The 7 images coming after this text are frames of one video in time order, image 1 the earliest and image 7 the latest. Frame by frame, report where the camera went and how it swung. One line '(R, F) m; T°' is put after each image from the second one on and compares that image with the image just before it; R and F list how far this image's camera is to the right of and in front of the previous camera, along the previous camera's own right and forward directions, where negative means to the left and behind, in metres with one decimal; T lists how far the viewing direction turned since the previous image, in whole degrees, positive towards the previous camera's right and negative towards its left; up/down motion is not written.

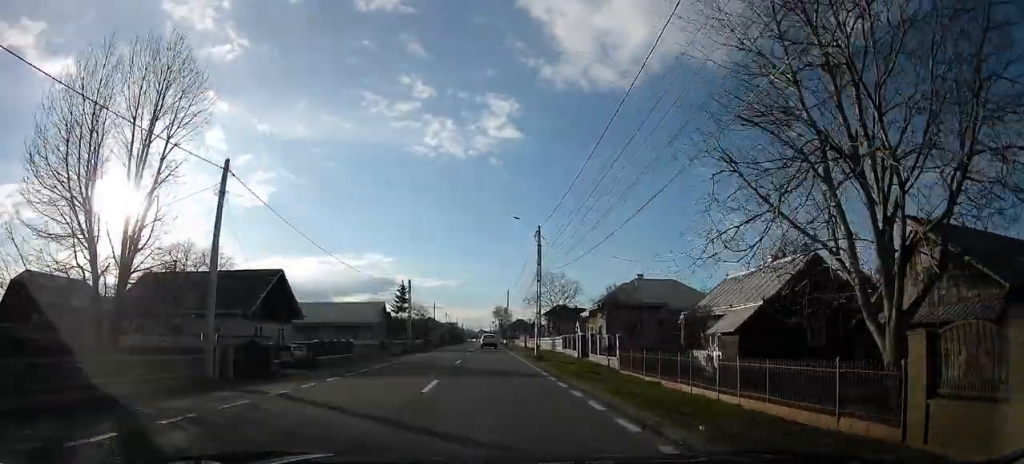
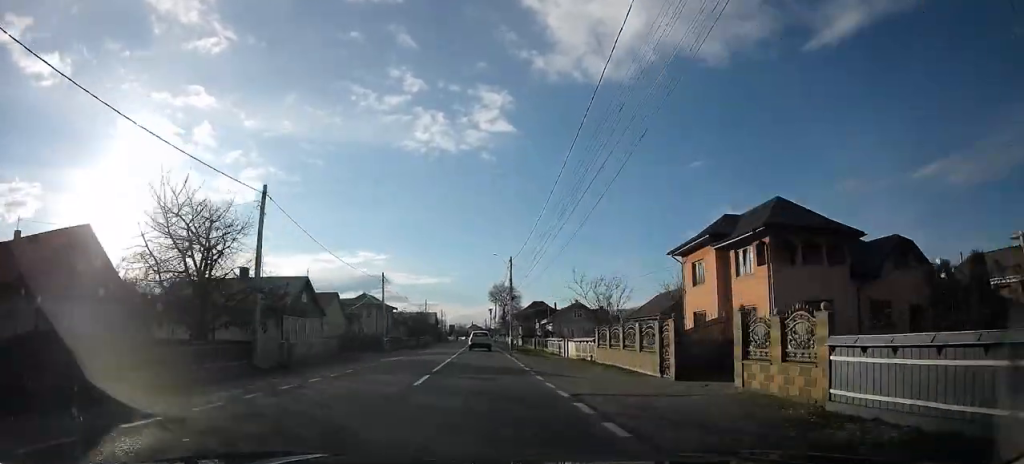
(+1.2, +71.2) m; +2°
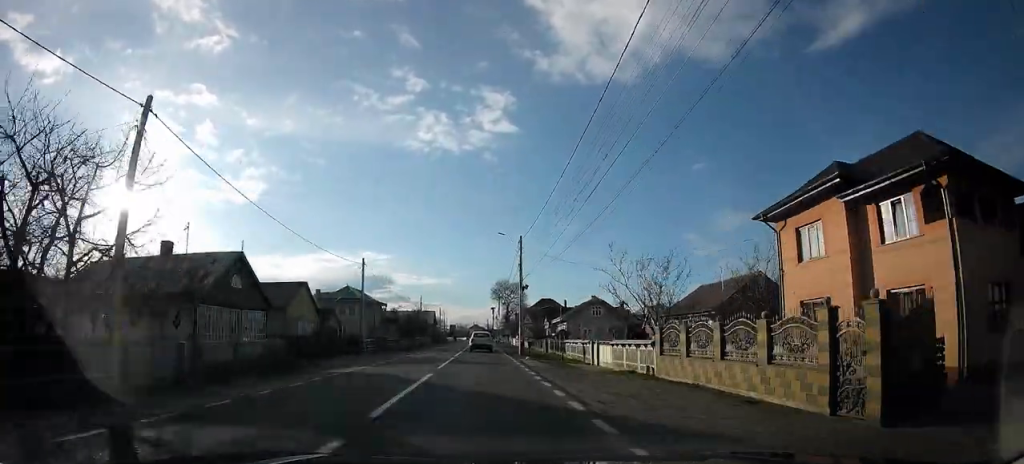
(-0.2, +9.8) m; -1°
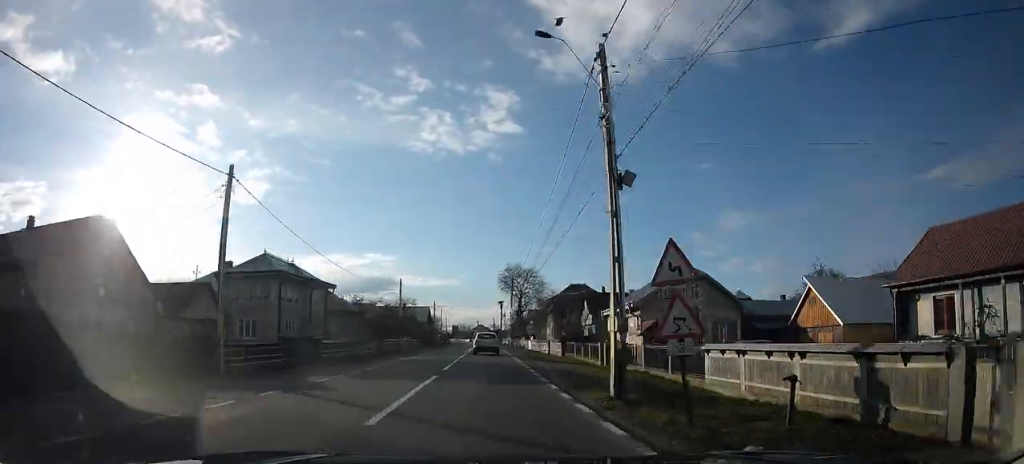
(0.0, +25.0) m; 0°
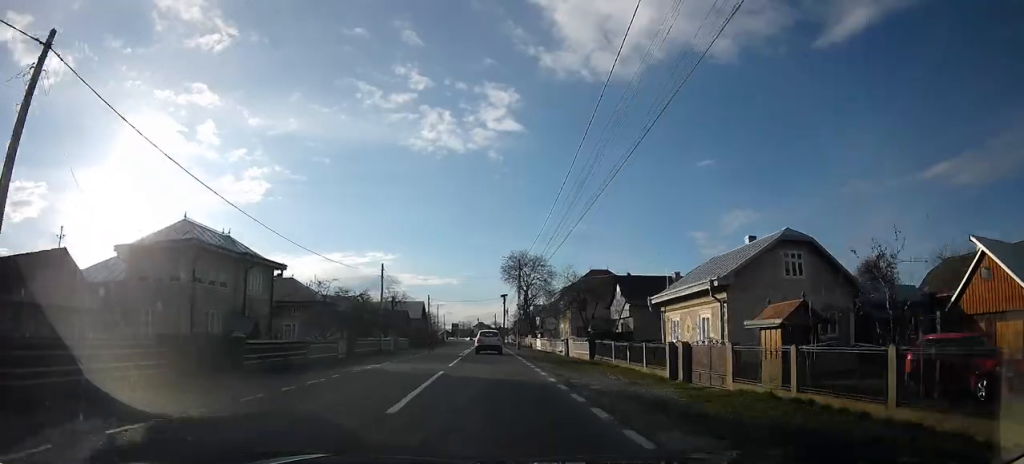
(0.0, +11.2) m; -1°
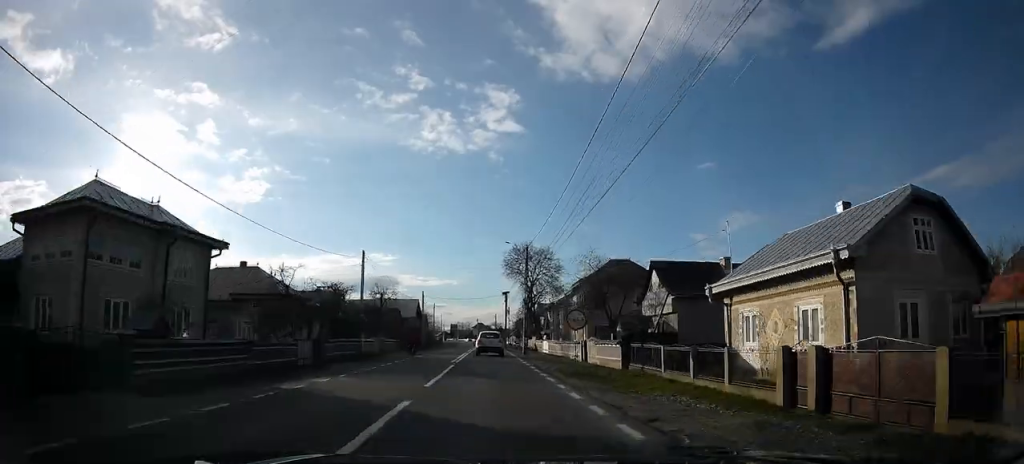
(+0.1, +7.8) m; -2°
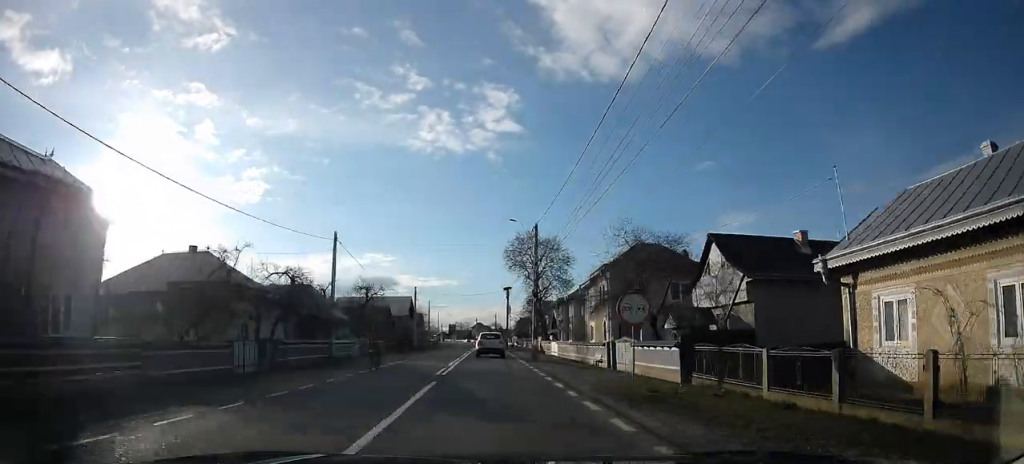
(+0.1, +7.8) m; -1°
